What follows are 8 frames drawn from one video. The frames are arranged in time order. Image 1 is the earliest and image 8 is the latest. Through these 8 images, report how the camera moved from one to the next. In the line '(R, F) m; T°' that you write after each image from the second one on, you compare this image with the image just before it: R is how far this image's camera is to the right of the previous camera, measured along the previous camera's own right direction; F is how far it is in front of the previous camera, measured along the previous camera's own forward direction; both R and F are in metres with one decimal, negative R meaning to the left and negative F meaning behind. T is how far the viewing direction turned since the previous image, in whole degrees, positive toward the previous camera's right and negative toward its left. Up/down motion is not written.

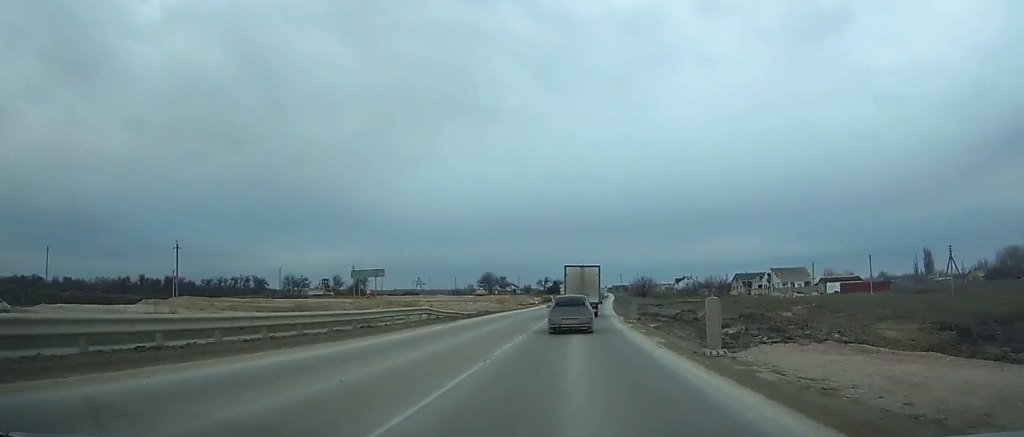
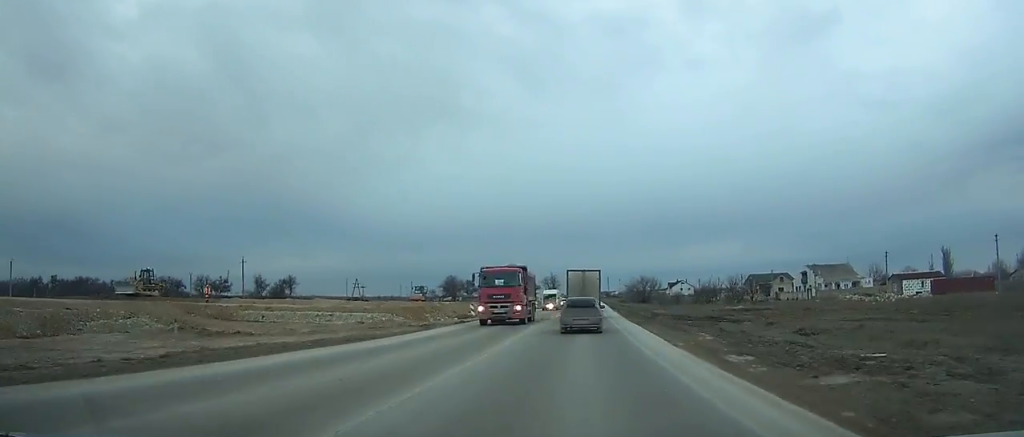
(+0.5, +44.4) m; +2°
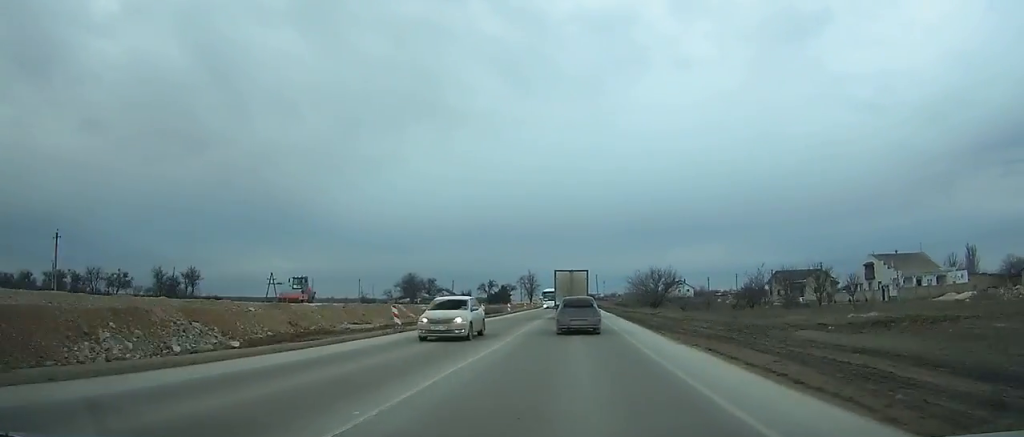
(+0.7, +40.3) m; +1°
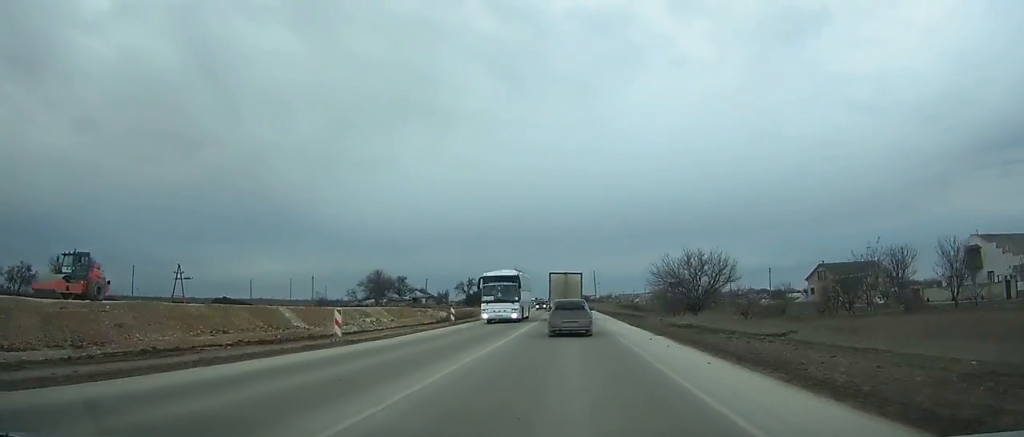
(+0.3, +32.3) m; +1°
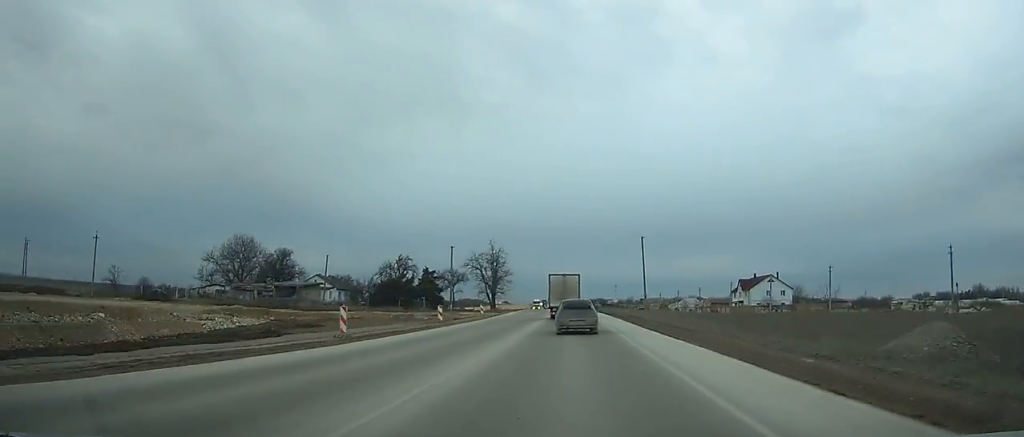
(-0.1, +87.8) m; -1°
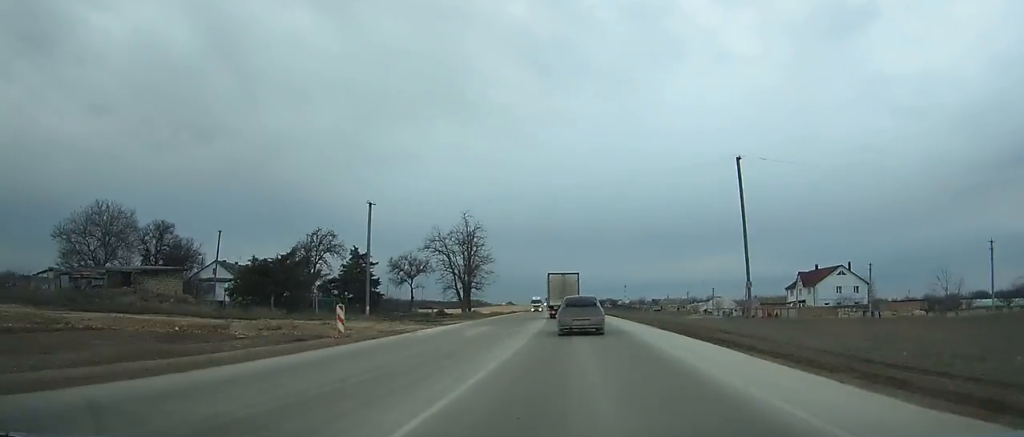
(-0.7, +36.0) m; -1°
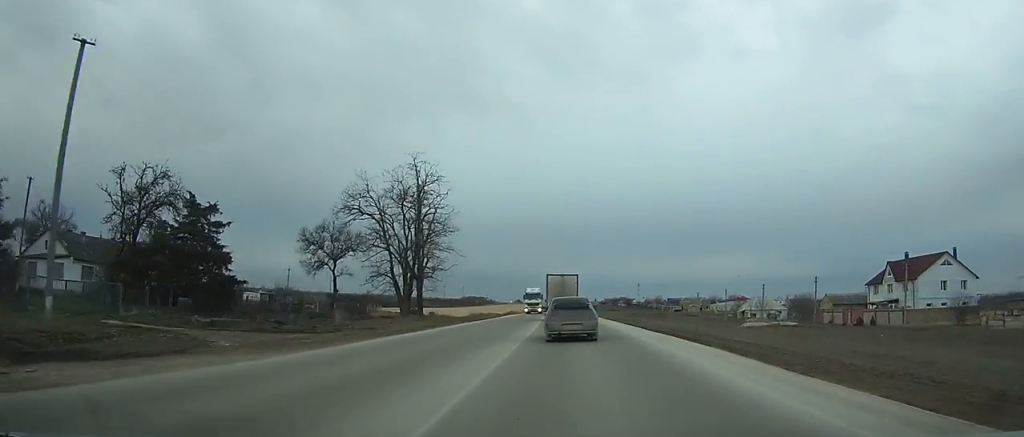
(-0.3, +30.6) m; -1°
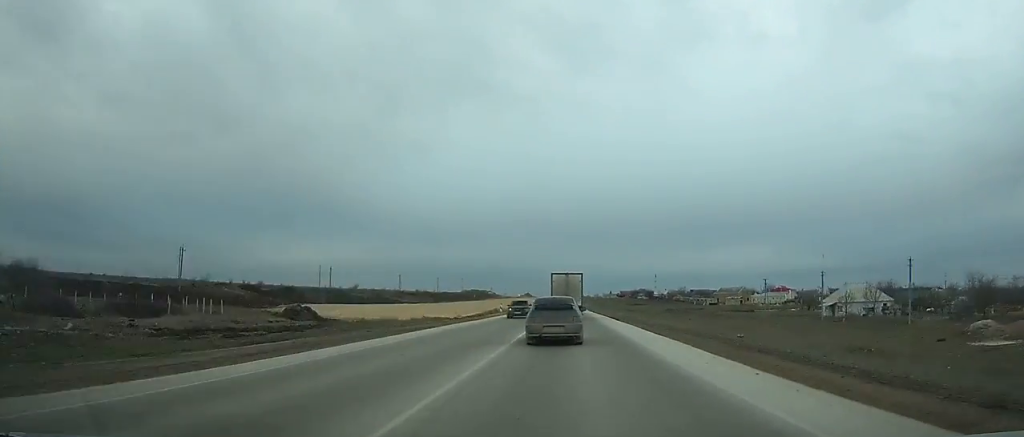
(-0.6, +48.5) m; -1°
